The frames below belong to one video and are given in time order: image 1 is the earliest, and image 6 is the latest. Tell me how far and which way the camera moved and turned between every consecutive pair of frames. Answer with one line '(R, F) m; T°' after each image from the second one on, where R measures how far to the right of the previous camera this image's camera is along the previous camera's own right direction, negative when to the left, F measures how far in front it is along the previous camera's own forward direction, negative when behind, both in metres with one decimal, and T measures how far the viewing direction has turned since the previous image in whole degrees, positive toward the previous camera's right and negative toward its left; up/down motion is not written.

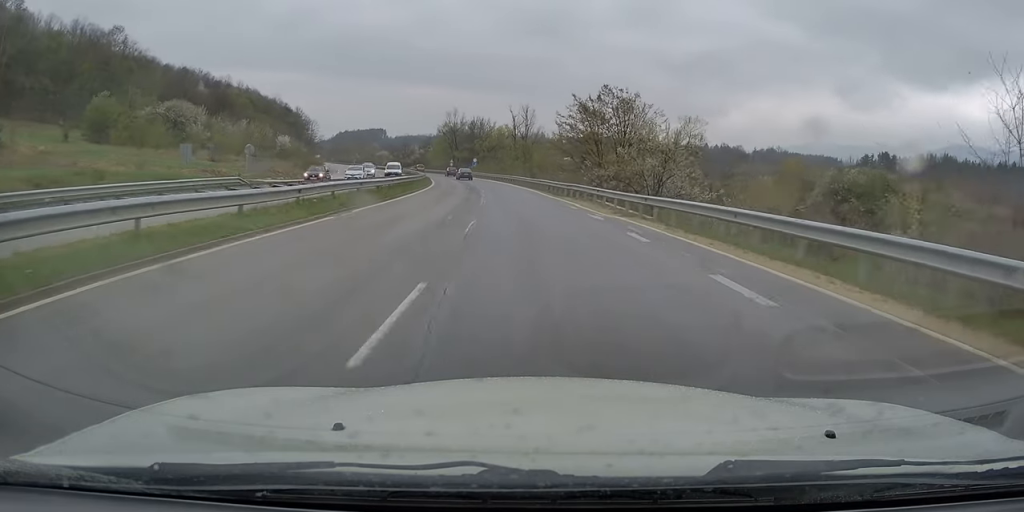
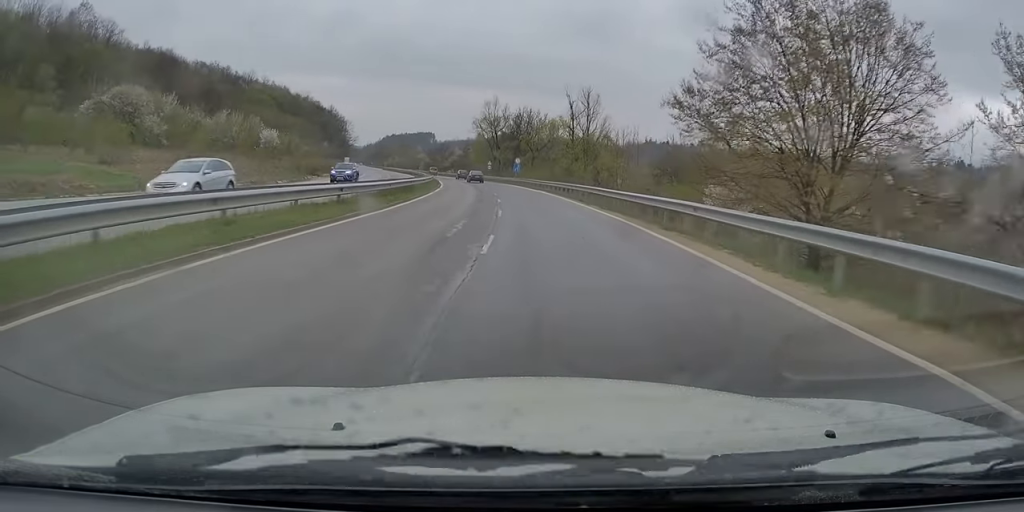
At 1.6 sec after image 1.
(-0.9, +30.1) m; -4°
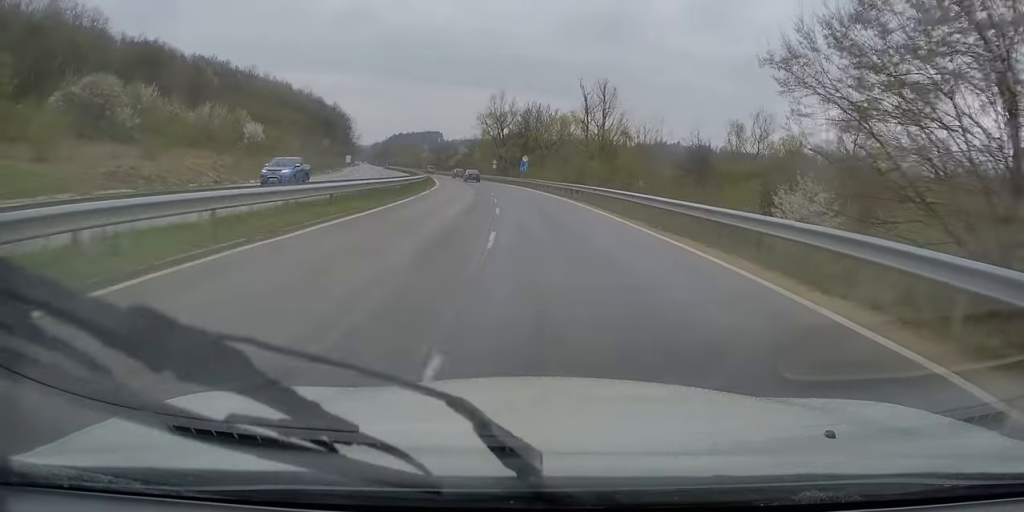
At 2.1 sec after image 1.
(-0.1, +8.7) m; -1°
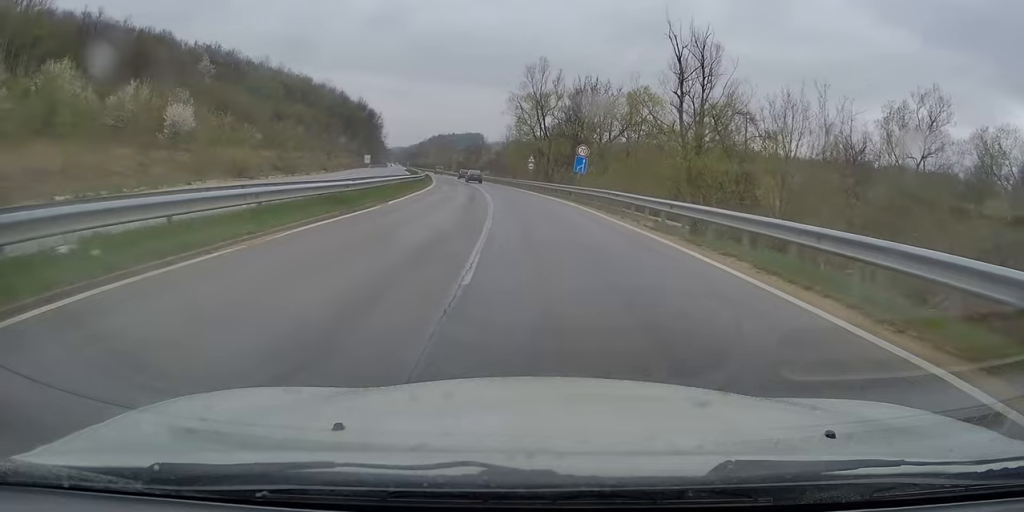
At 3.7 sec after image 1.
(-0.9, +29.9) m; -2°
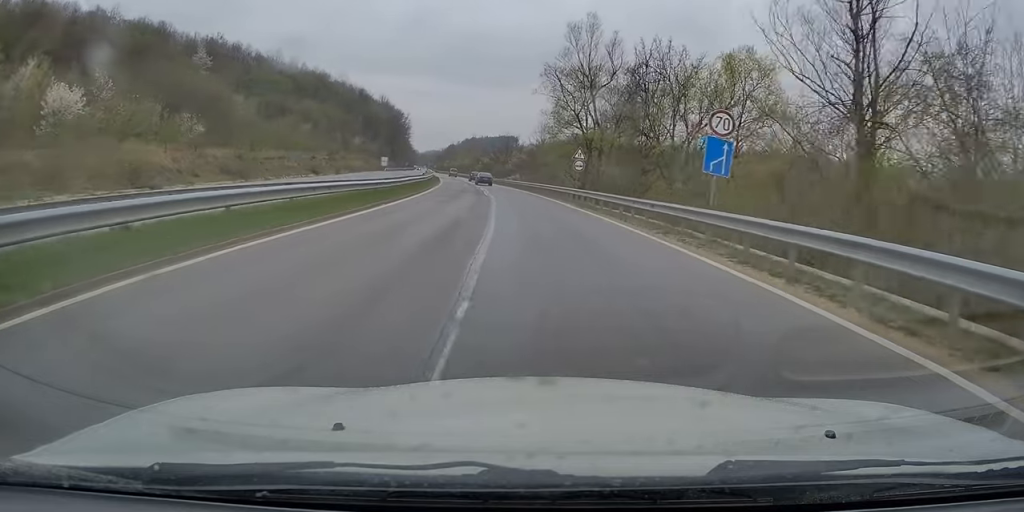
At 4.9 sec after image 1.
(-0.1, +22.0) m; -3°
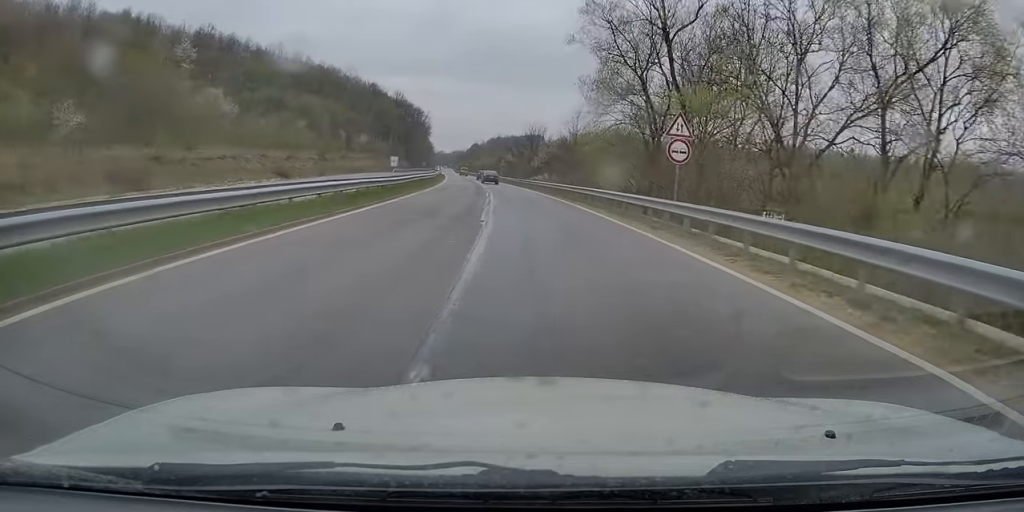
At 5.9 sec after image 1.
(-0.8, +20.3) m; -3°
